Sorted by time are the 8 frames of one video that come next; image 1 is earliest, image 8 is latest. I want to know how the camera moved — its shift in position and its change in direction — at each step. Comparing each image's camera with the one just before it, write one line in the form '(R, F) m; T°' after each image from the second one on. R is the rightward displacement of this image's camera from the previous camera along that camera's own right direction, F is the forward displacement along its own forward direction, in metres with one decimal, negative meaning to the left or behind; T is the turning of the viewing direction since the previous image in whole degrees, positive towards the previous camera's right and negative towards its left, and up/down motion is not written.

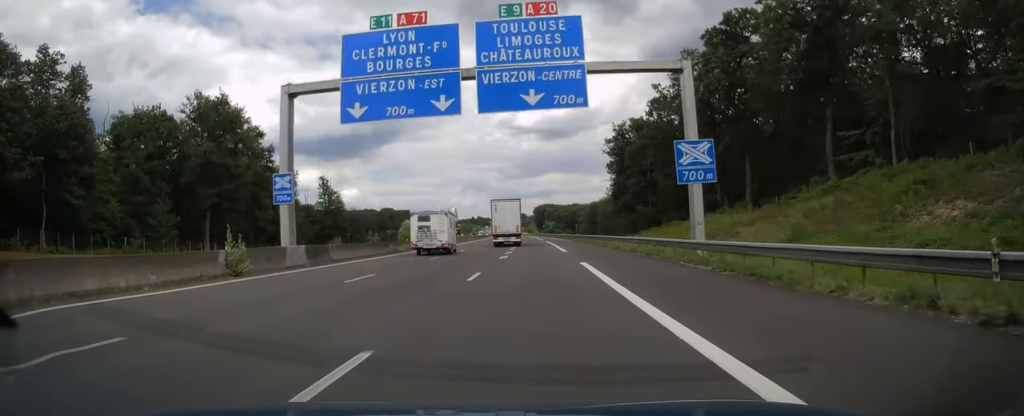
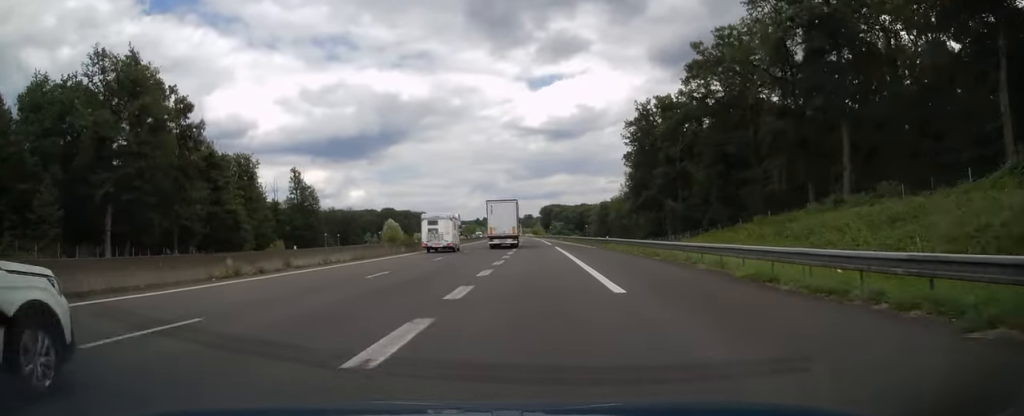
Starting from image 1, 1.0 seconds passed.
(-0.2, +23.4) m; -1°
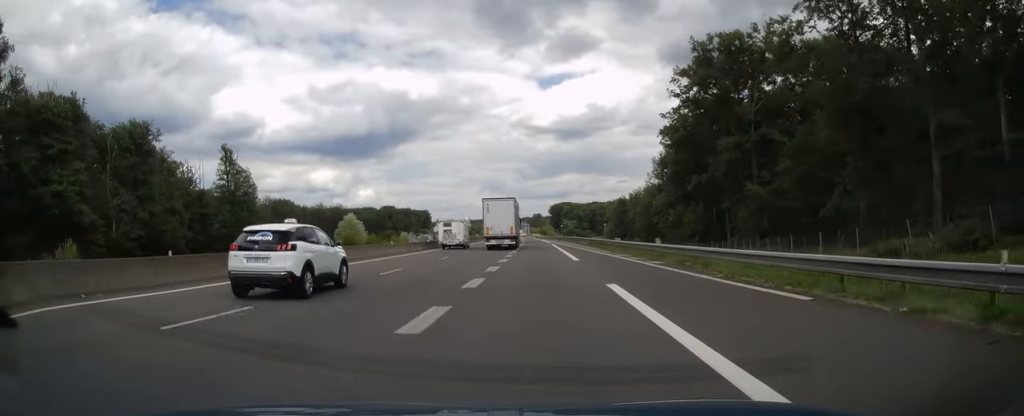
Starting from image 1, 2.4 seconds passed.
(+0.2, +35.4) m; 0°
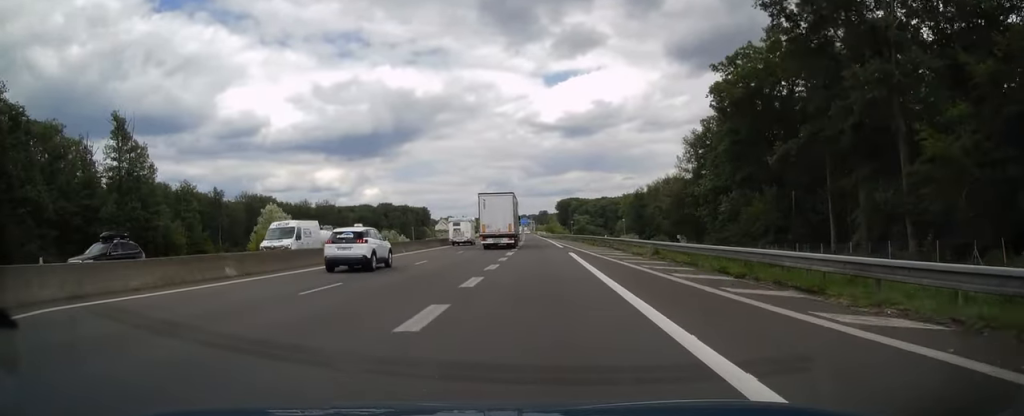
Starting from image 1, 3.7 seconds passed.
(-0.7, +31.9) m; -2°
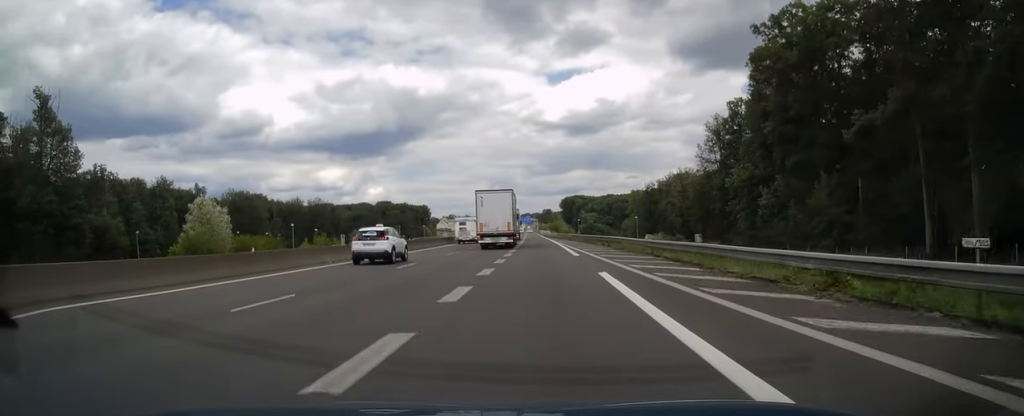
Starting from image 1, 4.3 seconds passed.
(-0.1, +16.2) m; 0°
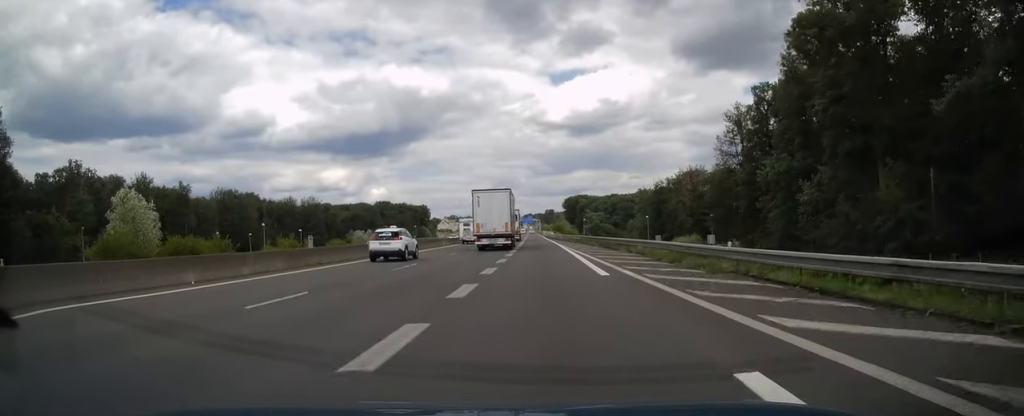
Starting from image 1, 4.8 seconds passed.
(0.0, +12.3) m; 0°
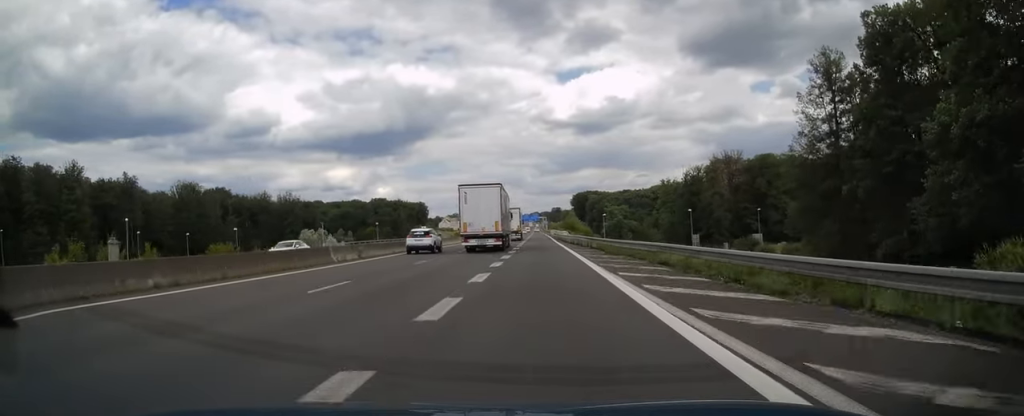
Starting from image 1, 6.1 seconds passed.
(-0.1, +35.6) m; 0°
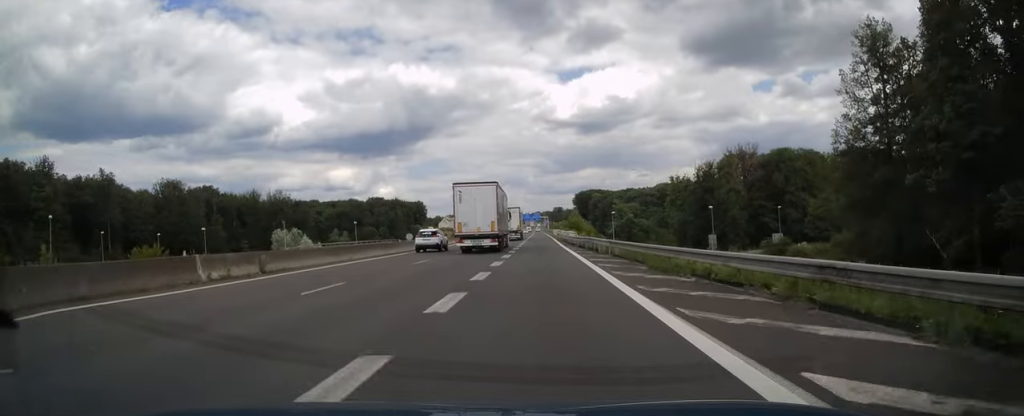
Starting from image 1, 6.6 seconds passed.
(0.0, +12.3) m; 0°
